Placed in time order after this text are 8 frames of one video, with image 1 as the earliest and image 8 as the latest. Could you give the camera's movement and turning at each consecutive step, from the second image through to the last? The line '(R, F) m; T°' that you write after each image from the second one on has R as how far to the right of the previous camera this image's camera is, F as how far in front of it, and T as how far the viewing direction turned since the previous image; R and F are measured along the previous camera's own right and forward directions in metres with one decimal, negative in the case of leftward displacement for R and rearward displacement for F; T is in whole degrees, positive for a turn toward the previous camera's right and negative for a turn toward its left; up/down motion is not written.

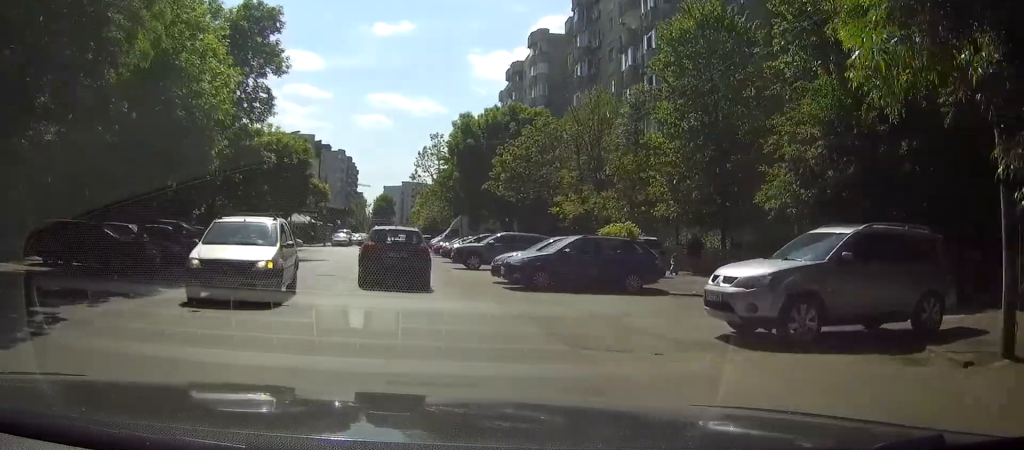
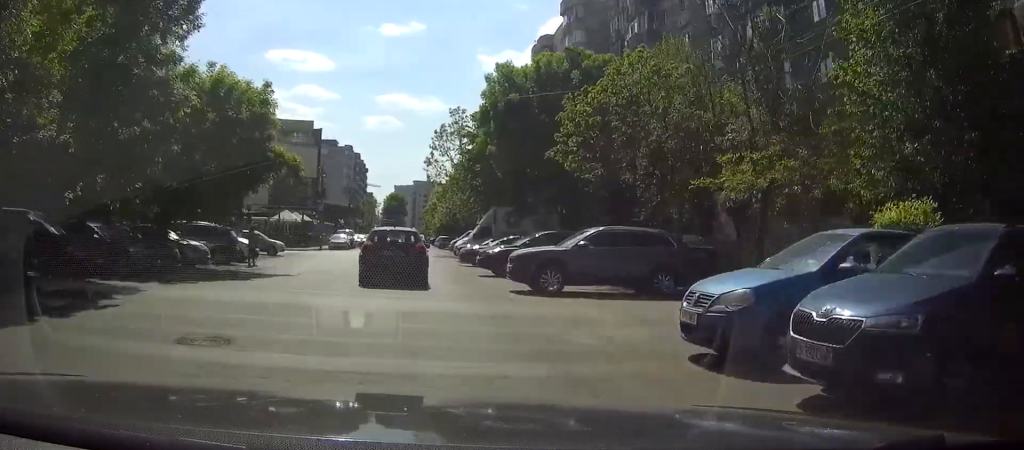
(-1.0, +14.3) m; -2°
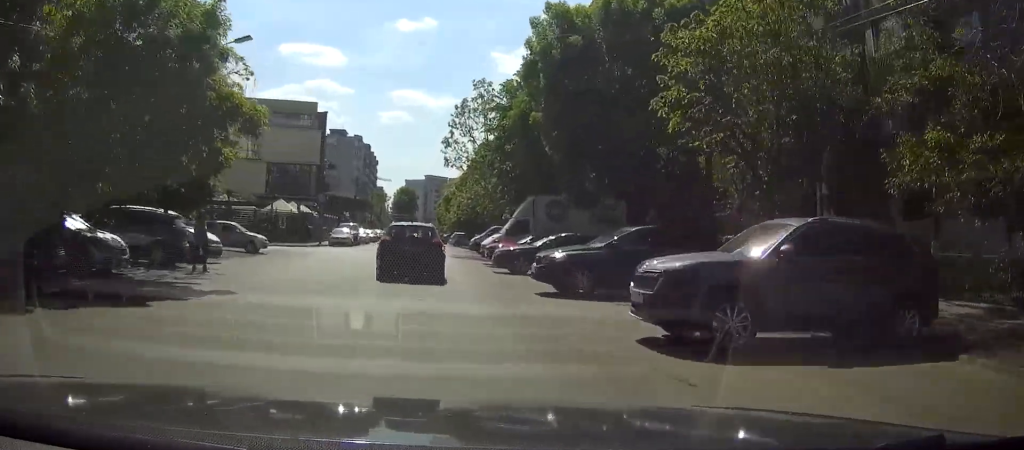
(+0.5, +9.0) m; +3°
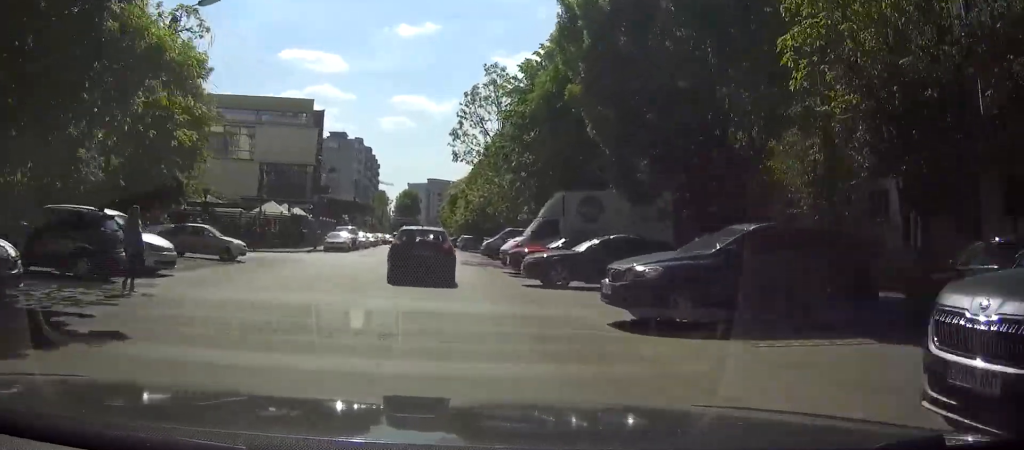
(+0.1, +5.6) m; +1°
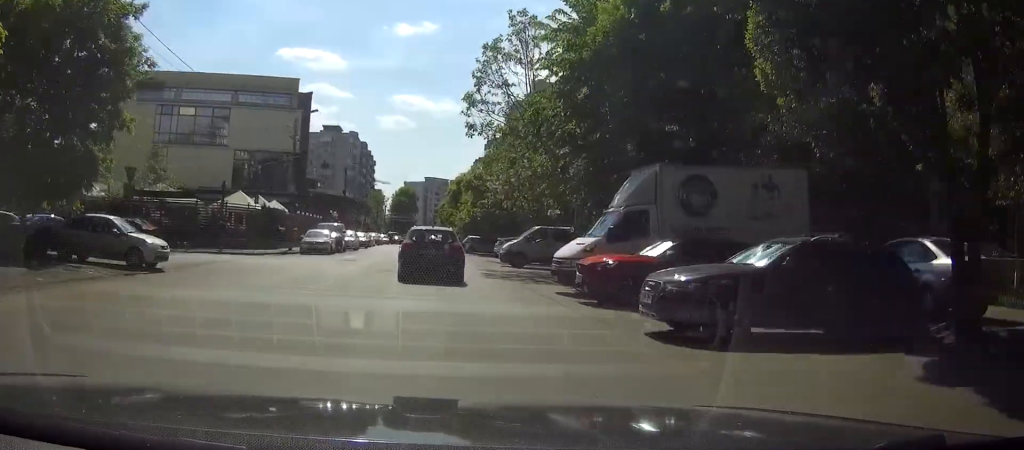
(+0.1, +10.2) m; +1°
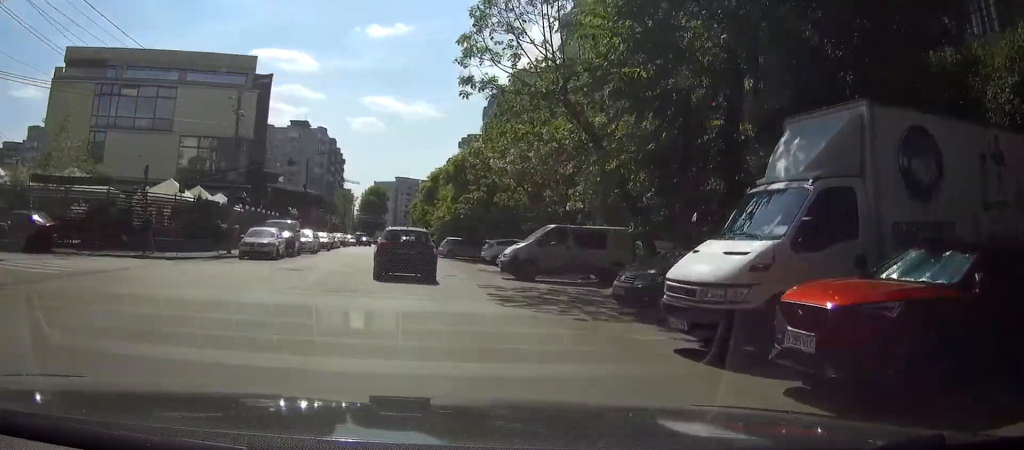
(0.0, +9.2) m; +1°
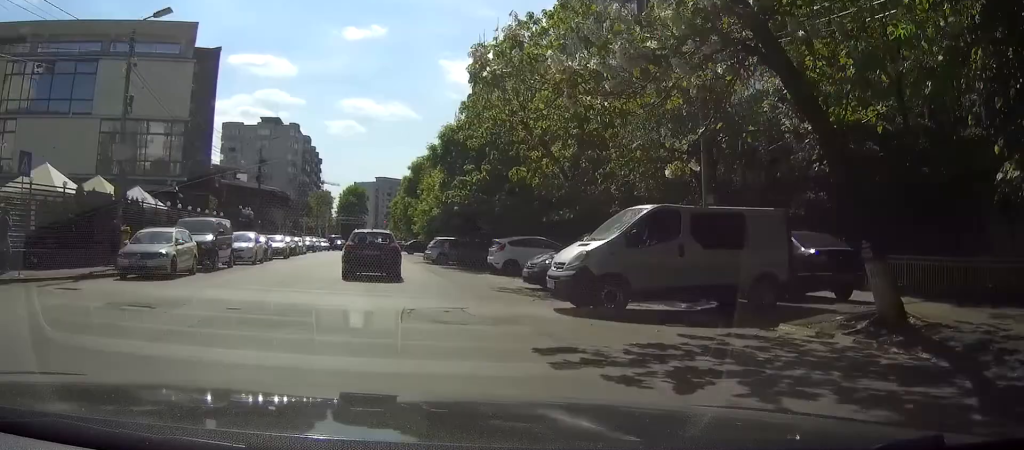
(+0.3, +12.2) m; +1°
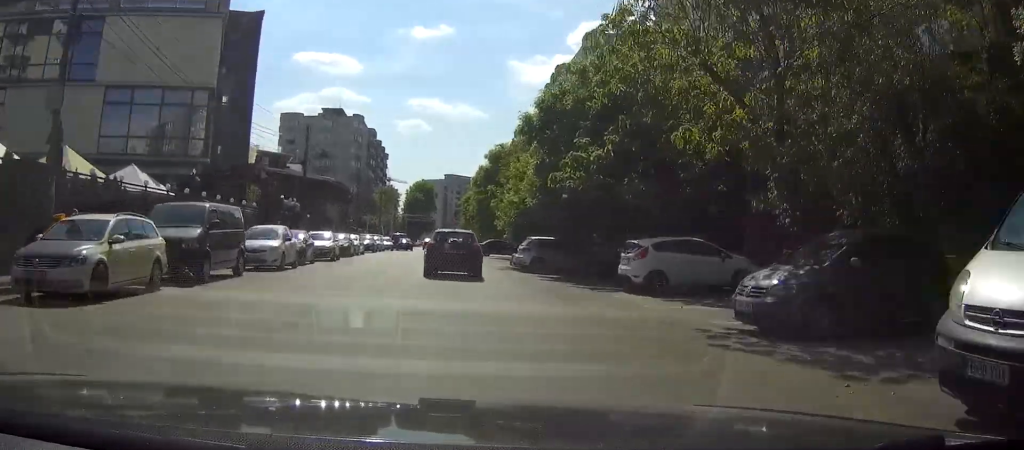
(0.0, +9.0) m; 0°
